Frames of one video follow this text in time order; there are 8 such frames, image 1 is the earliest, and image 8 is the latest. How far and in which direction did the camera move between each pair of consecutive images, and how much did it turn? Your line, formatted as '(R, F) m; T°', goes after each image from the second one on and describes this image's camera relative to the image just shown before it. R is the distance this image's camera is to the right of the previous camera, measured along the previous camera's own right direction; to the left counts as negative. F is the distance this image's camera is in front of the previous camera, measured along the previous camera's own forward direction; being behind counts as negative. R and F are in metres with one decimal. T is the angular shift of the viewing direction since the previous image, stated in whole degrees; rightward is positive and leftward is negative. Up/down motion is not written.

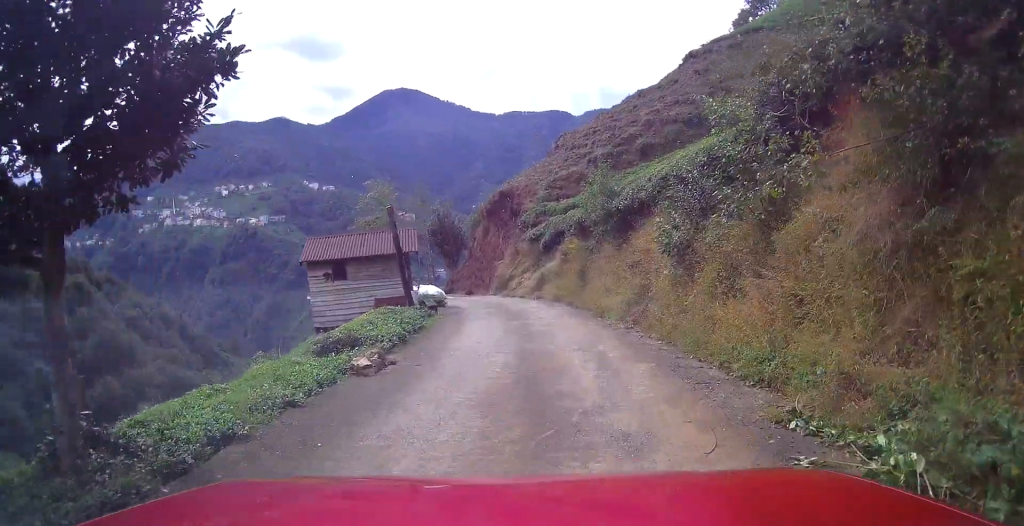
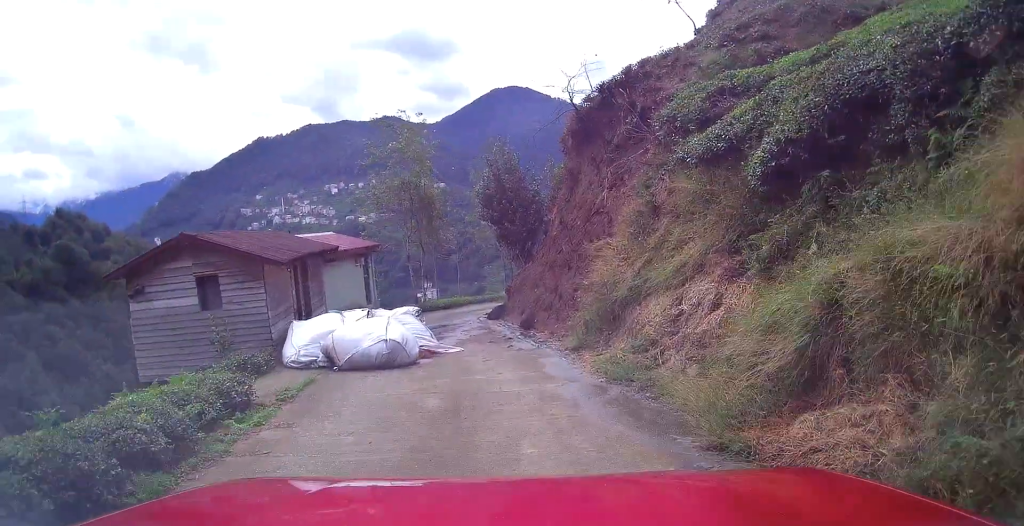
(-2.9, +21.5) m; -13°
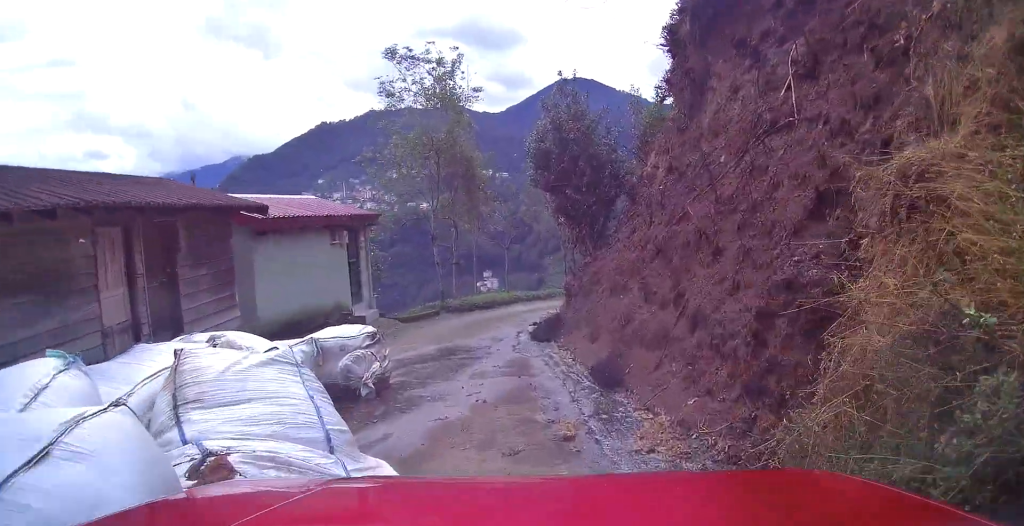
(-0.1, +8.5) m; -6°
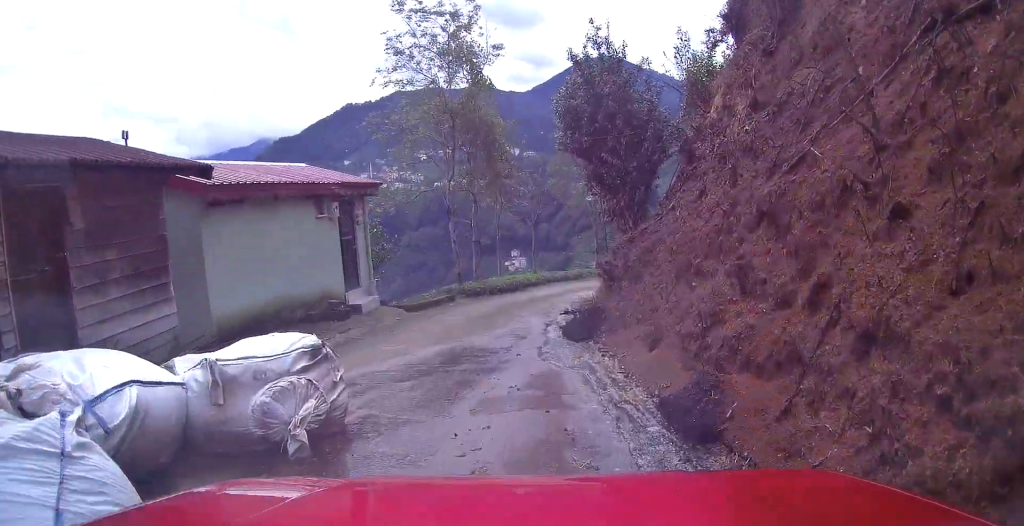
(-0.2, +2.8) m; -2°
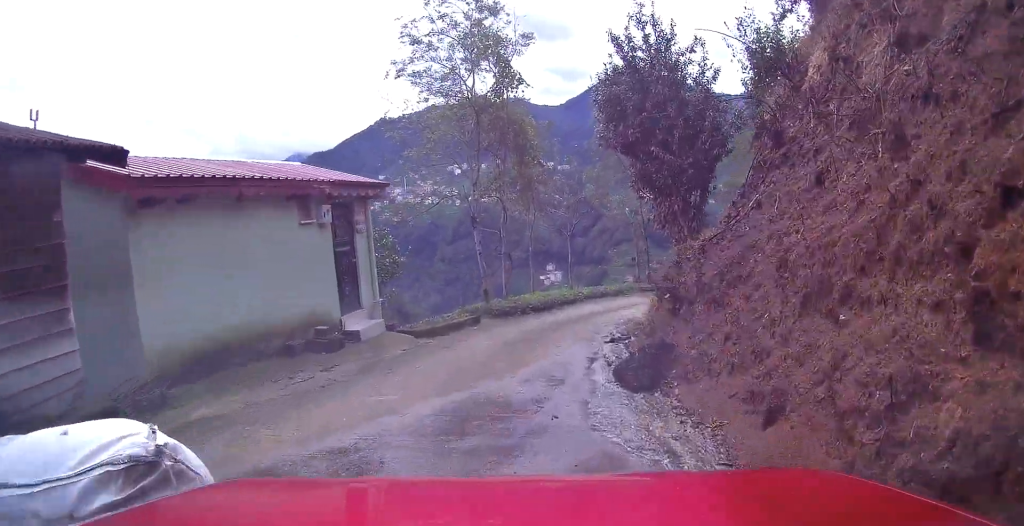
(-0.2, +2.6) m; -1°
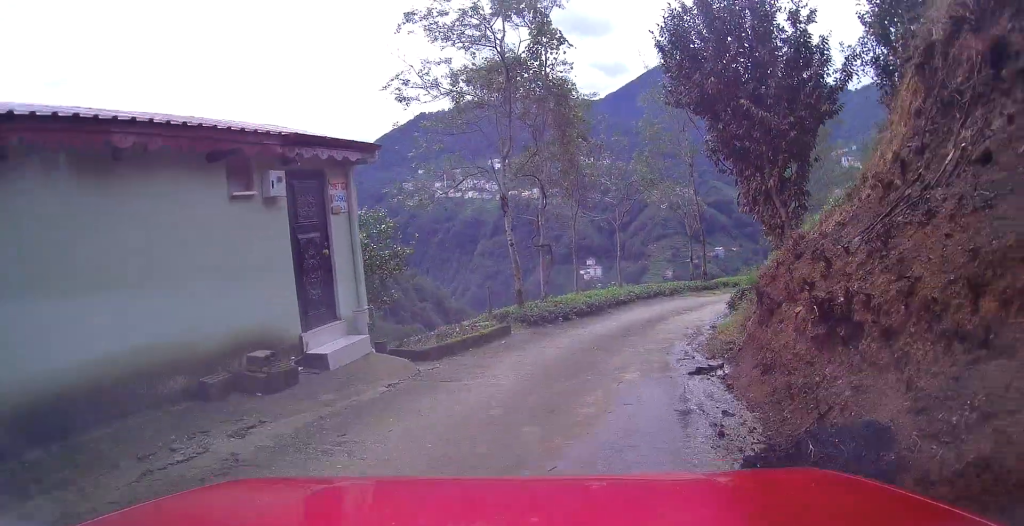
(0.0, +3.6) m; +1°
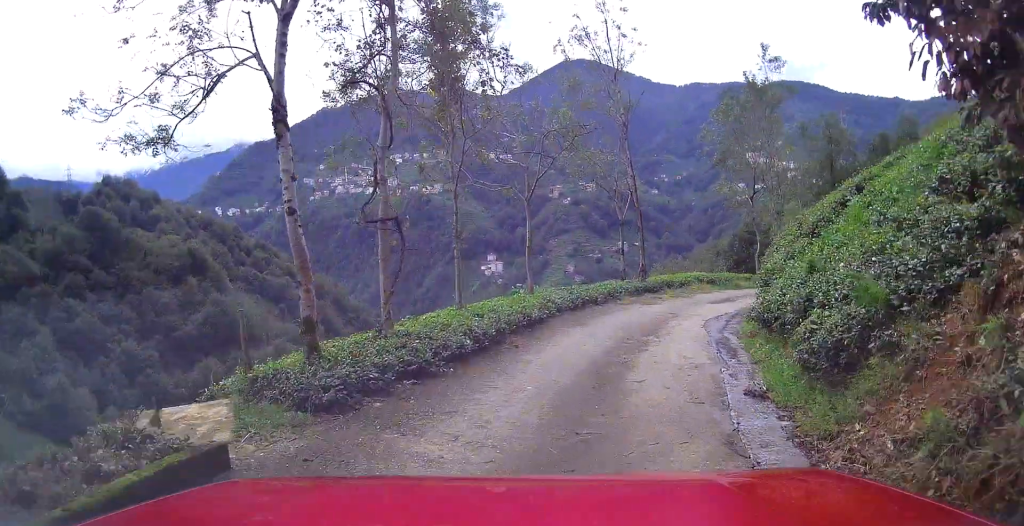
(+0.6, +8.2) m; +10°
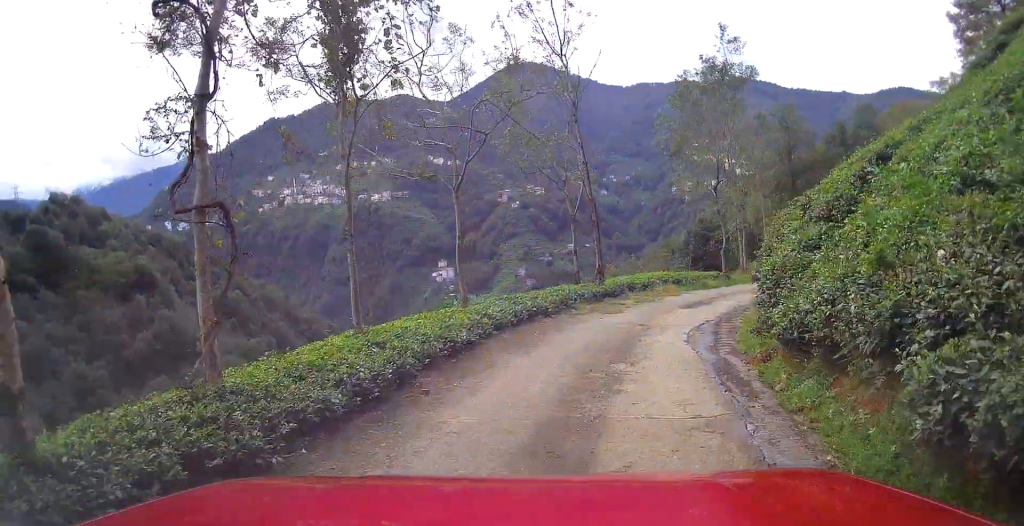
(+0.1, +3.0) m; +4°
